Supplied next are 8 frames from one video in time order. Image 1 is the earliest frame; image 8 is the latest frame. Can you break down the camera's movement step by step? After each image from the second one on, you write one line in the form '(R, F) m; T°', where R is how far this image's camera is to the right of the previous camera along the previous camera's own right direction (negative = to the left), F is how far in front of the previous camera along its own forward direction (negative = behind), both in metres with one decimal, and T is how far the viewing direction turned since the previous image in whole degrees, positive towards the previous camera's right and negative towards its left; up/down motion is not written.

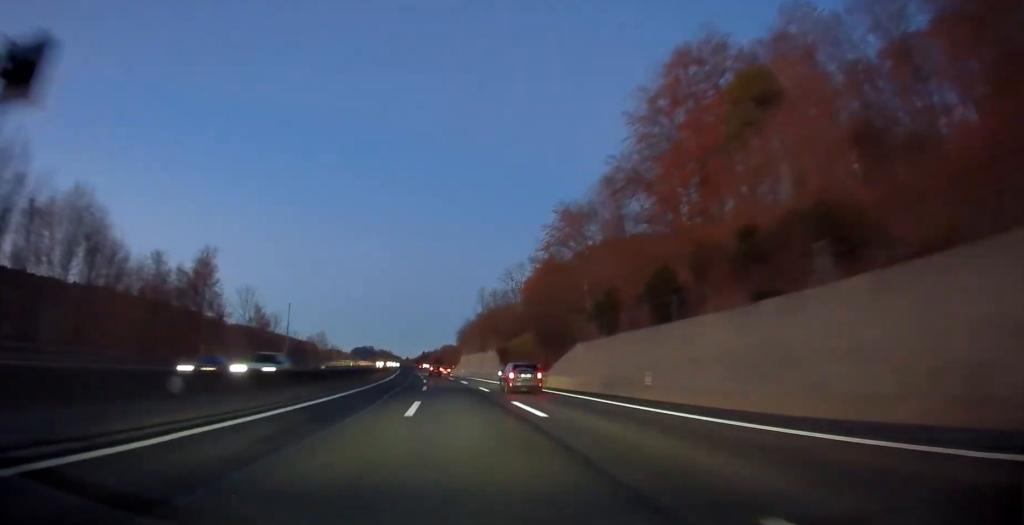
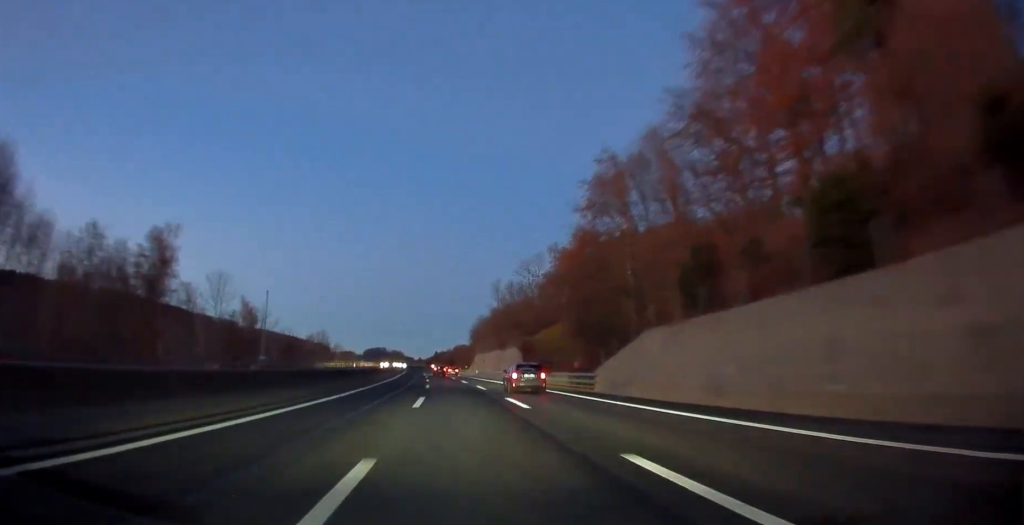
(-0.3, +14.2) m; -1°
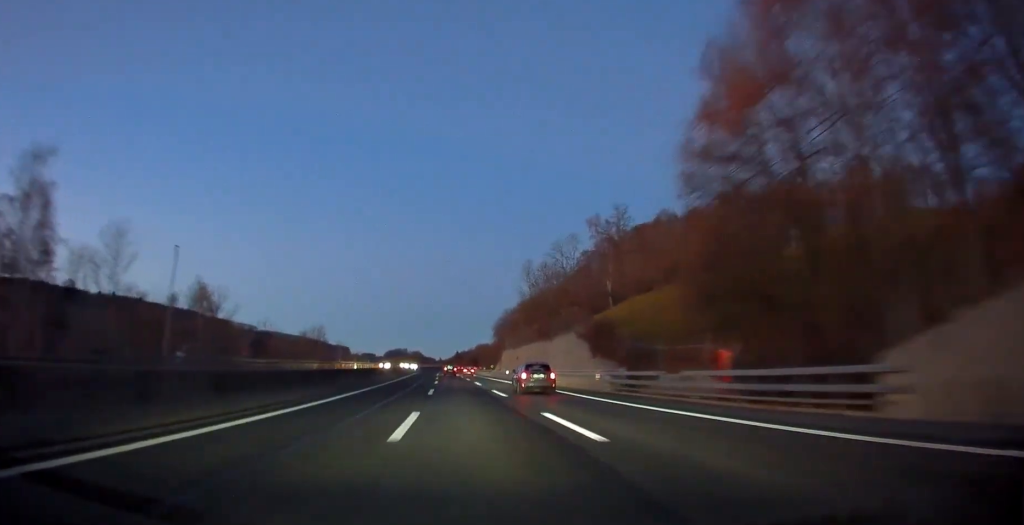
(-0.4, +27.4) m; -2°
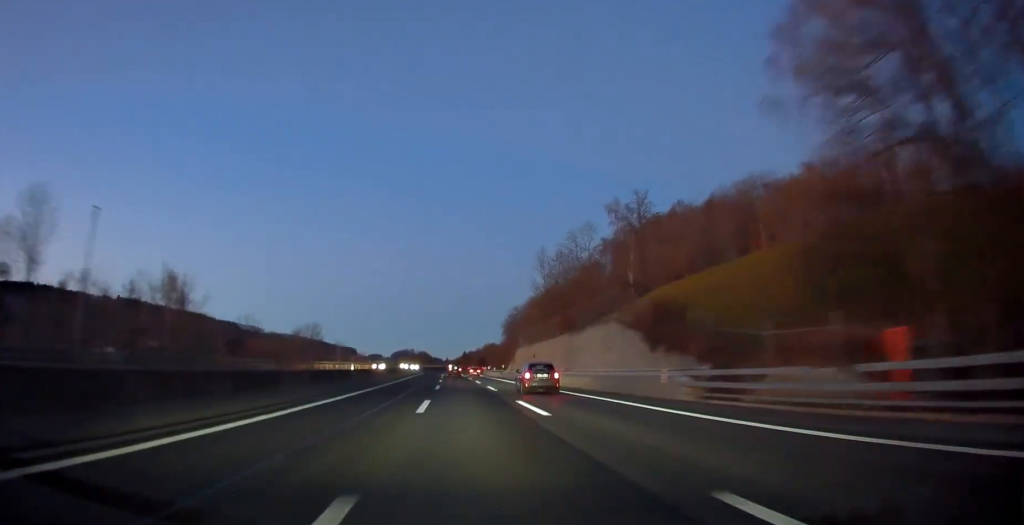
(-0.1, +12.3) m; -1°
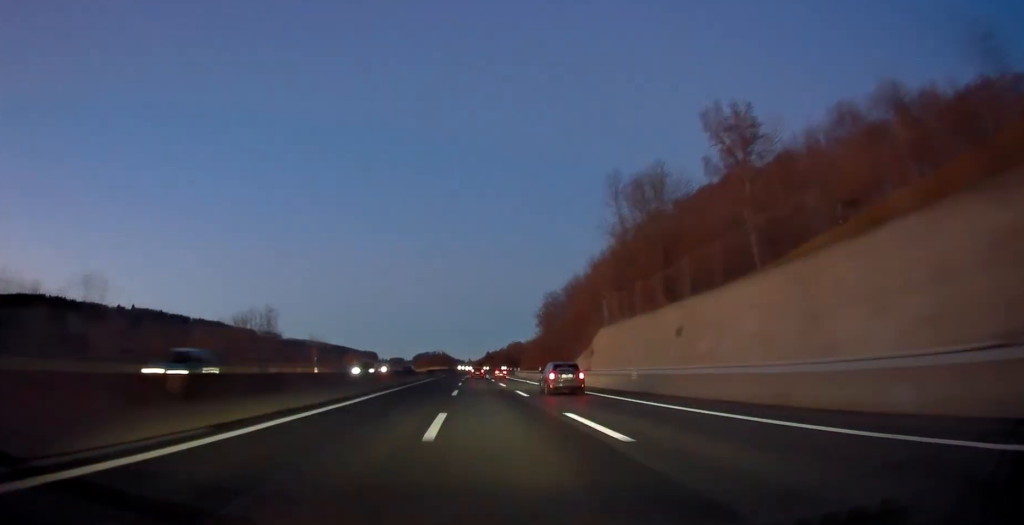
(-0.8, +43.0) m; -2°
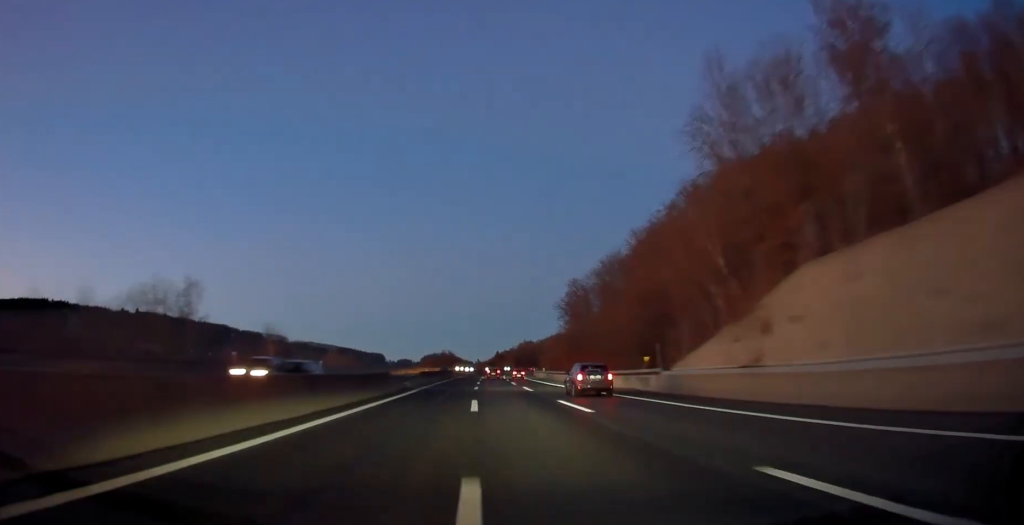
(-0.2, +28.4) m; -2°
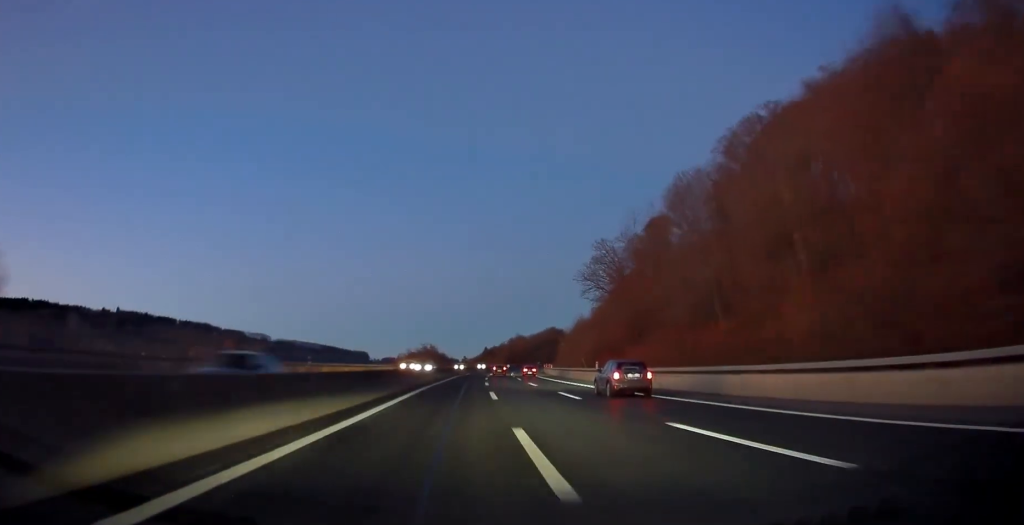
(-1.2, +48.6) m; -1°
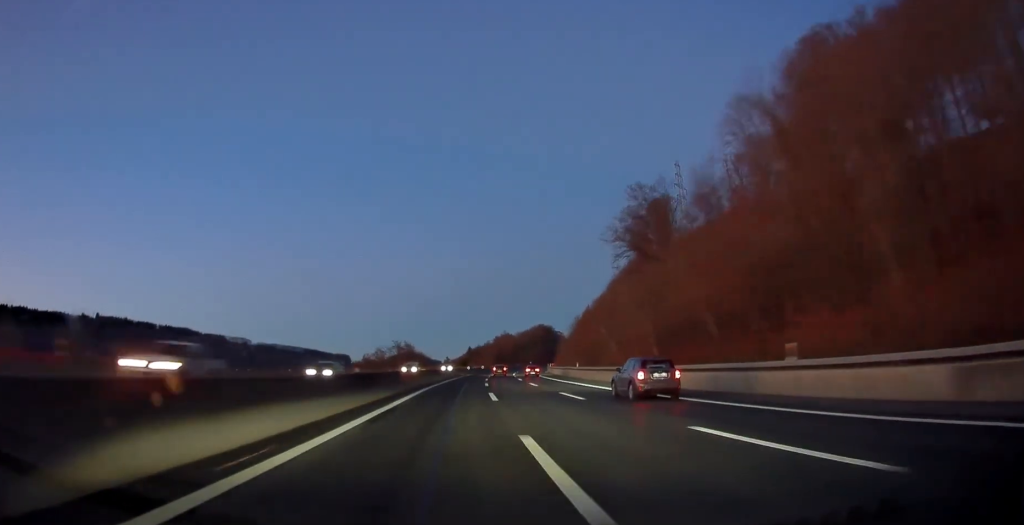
(+0.1, +36.7) m; +1°
